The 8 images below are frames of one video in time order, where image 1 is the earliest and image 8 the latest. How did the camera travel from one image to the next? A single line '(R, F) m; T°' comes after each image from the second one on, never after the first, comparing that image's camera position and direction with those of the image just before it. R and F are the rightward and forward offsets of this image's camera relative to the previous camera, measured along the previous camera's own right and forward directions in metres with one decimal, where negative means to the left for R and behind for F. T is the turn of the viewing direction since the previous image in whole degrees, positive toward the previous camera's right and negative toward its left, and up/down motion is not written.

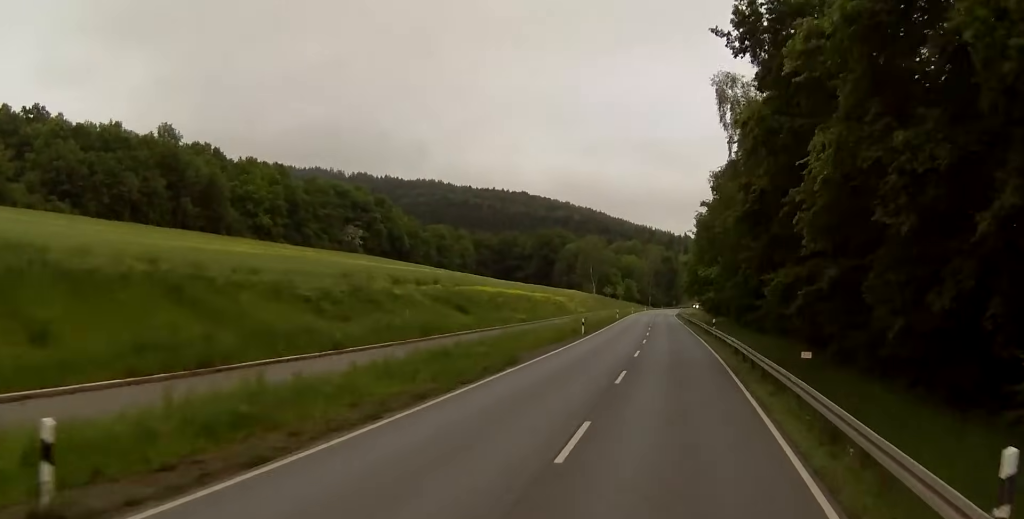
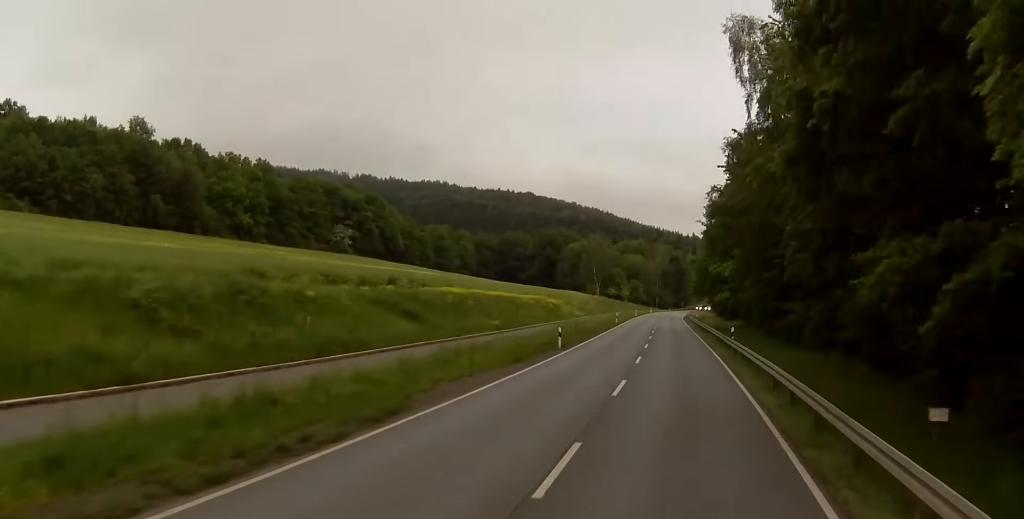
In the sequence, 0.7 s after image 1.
(-0.1, +16.0) m; 0°
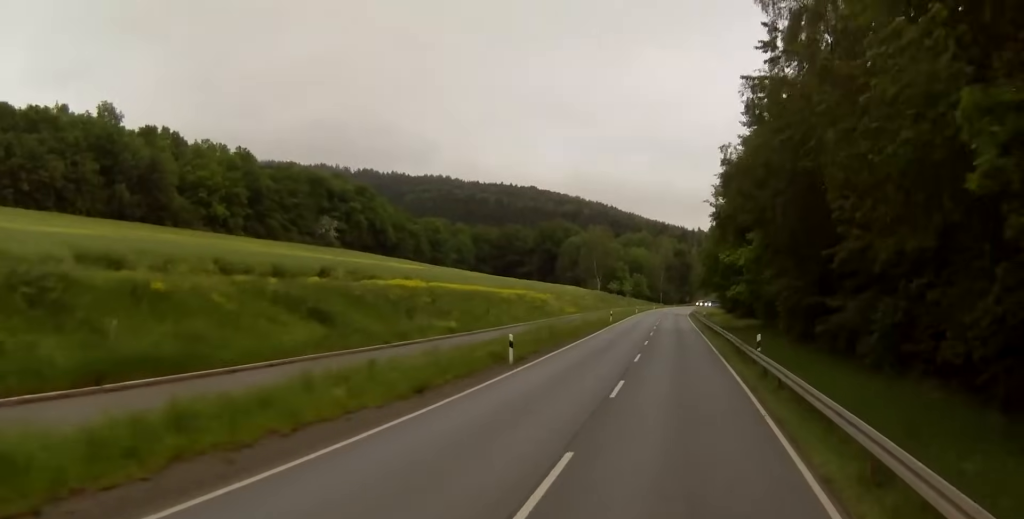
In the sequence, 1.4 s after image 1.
(-0.1, +14.7) m; 0°
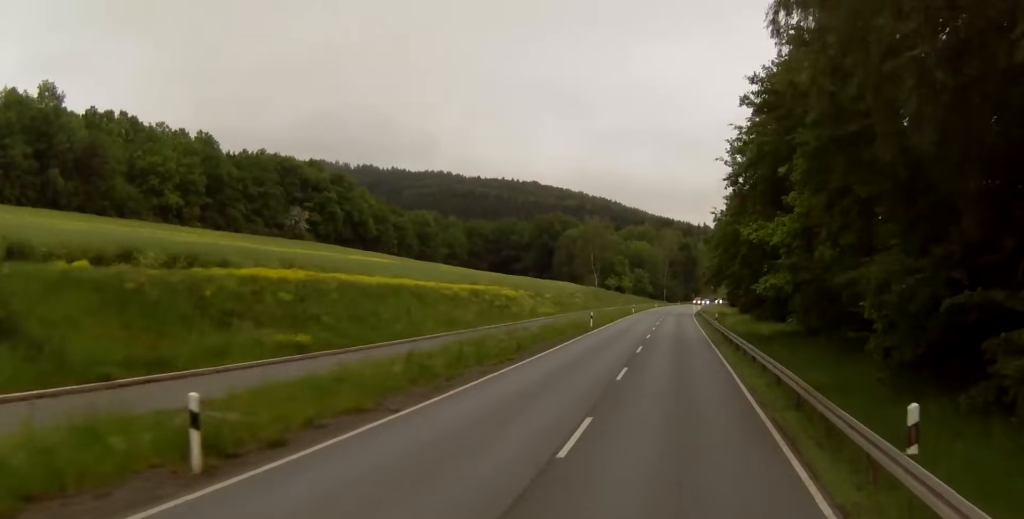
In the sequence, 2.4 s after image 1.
(-0.1, +21.4) m; 0°
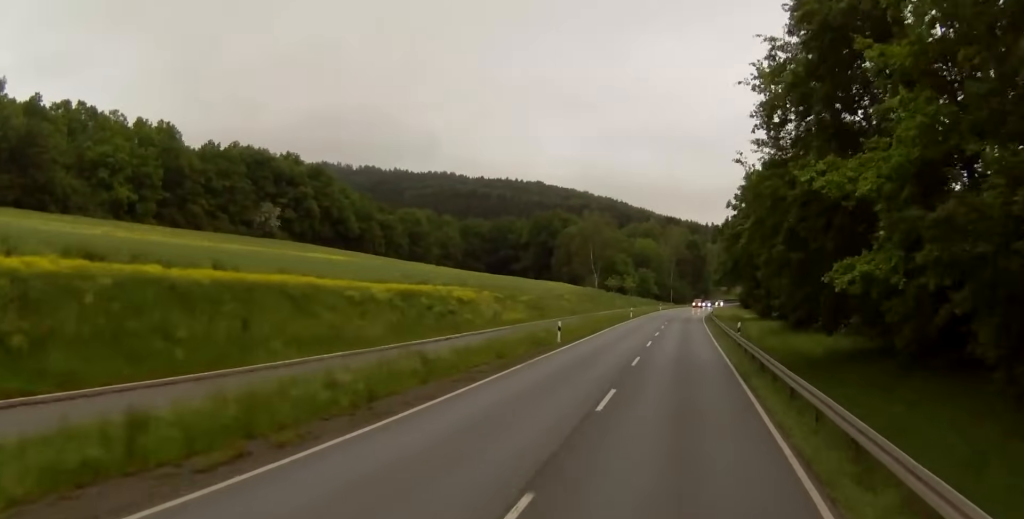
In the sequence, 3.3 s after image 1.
(0.0, +18.1) m; 0°
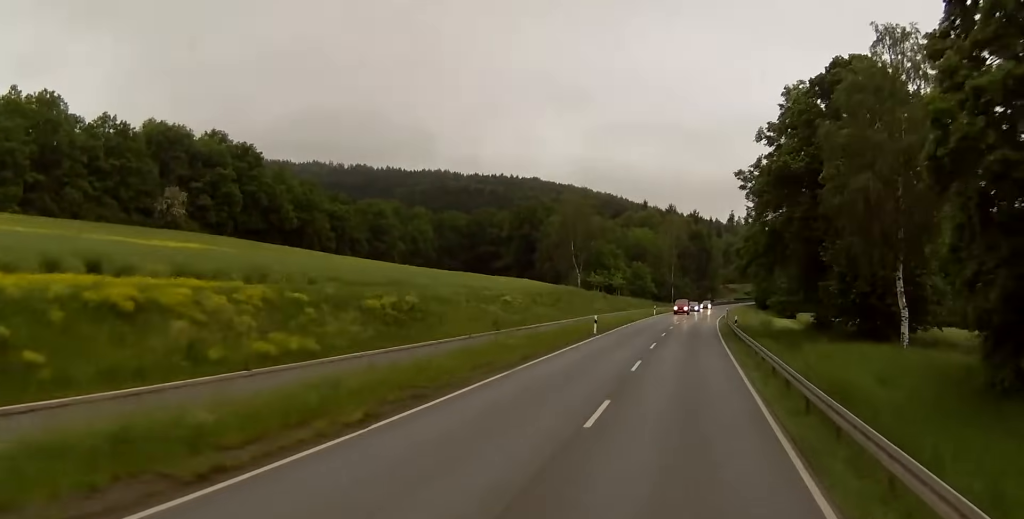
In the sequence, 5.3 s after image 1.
(-0.3, +33.8) m; -1°
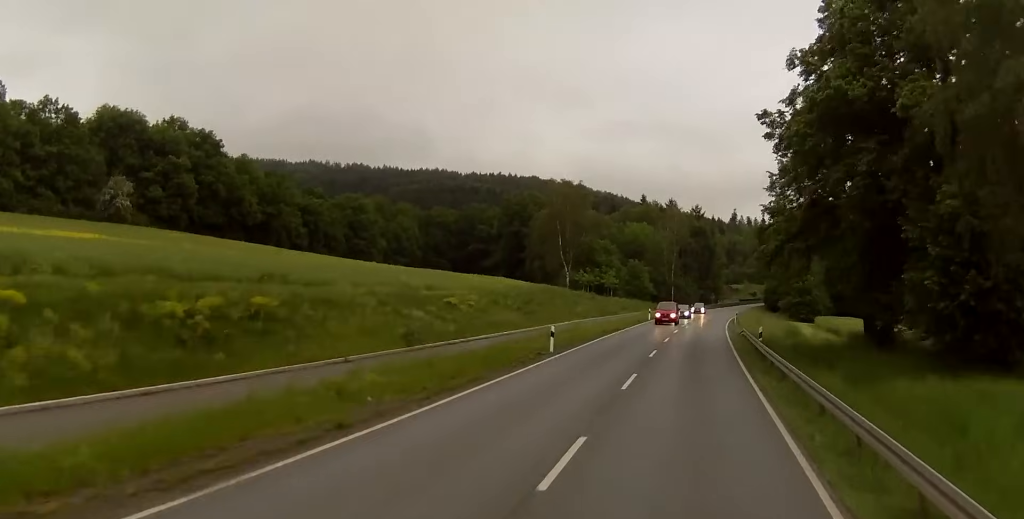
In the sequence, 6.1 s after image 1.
(0.0, +13.7) m; 0°
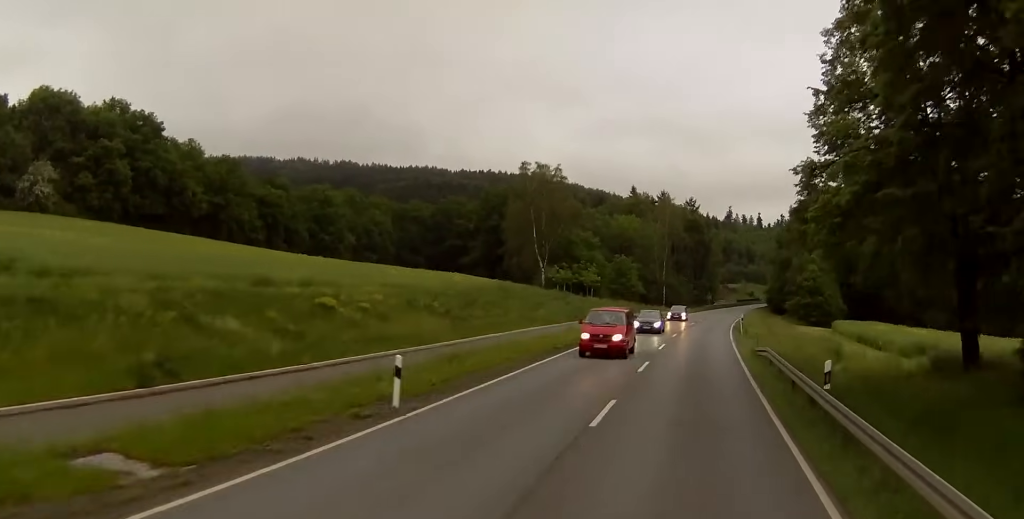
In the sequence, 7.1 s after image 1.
(0.0, +15.2) m; 0°
